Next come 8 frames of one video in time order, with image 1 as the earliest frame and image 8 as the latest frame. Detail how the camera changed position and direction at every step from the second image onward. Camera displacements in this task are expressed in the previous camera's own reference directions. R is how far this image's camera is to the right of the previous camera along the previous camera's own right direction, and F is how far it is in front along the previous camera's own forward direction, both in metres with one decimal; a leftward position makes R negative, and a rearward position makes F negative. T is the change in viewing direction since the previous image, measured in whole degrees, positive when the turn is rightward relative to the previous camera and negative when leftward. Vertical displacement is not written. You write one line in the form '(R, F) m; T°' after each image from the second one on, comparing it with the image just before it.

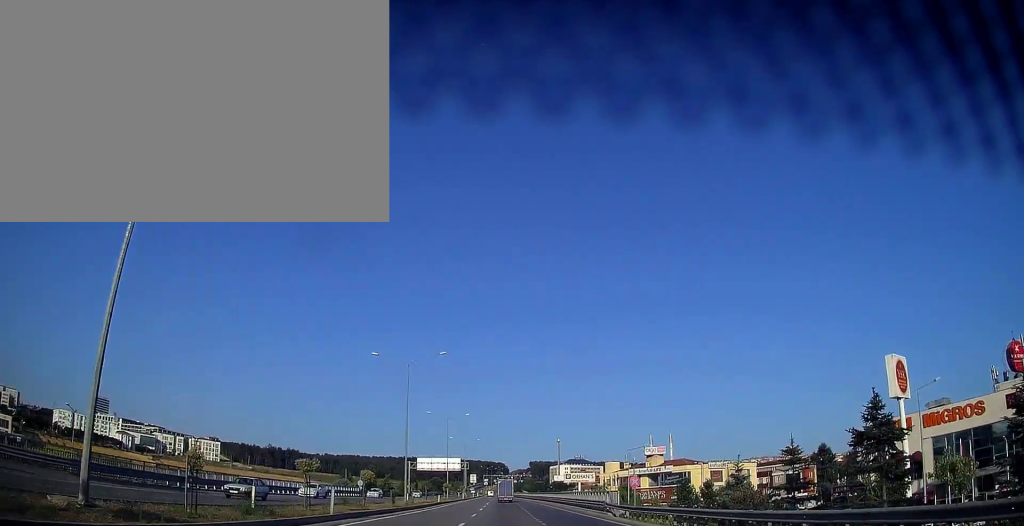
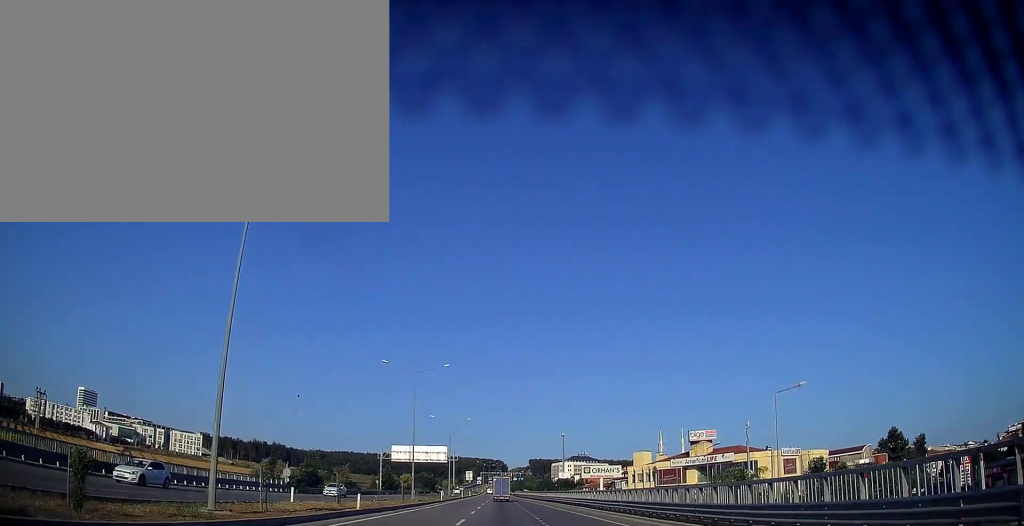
(+0.3, +34.7) m; 0°
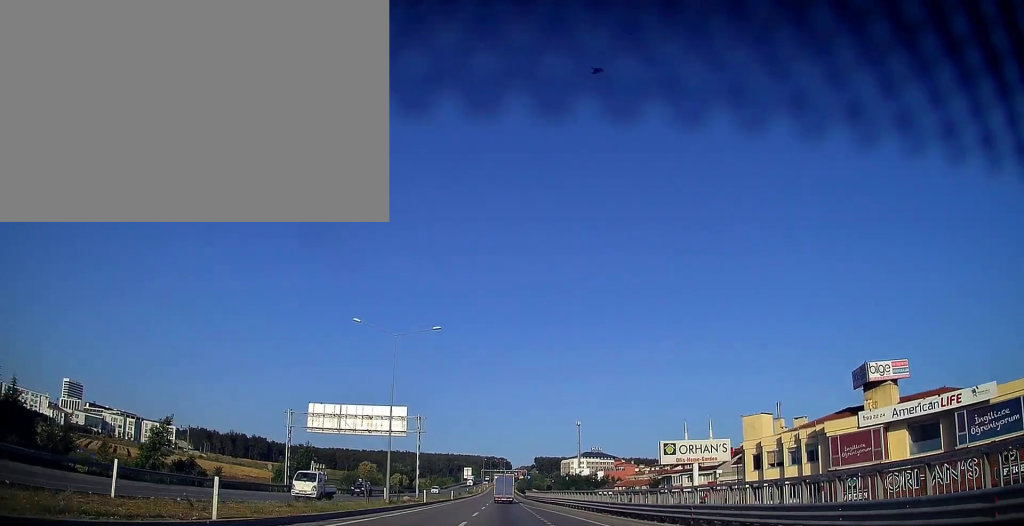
(-0.1, +54.8) m; 0°
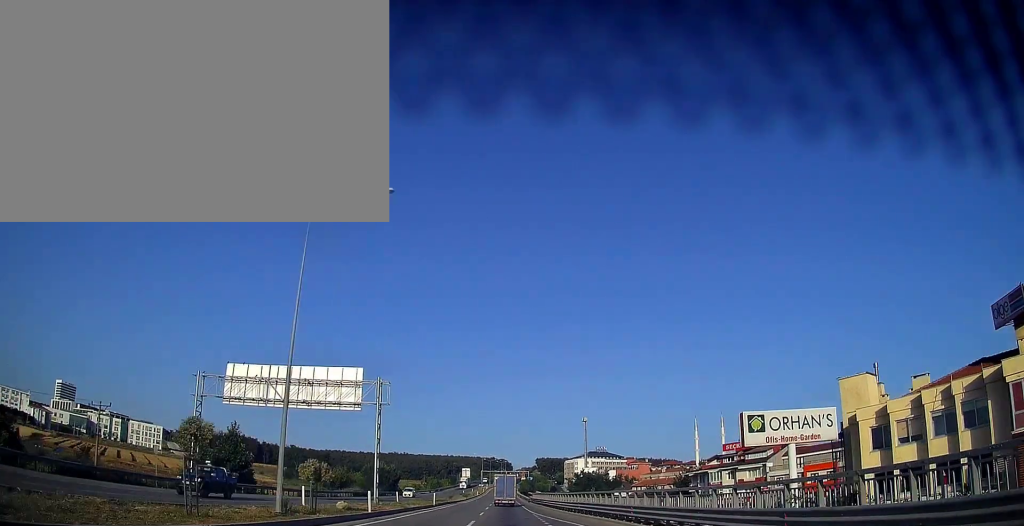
(-0.2, +21.1) m; -1°
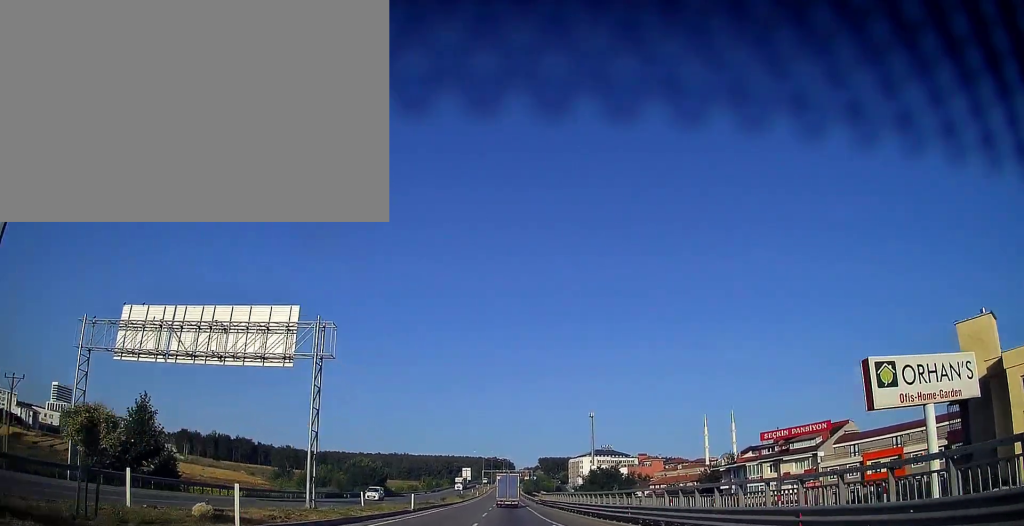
(-0.1, +14.9) m; 0°
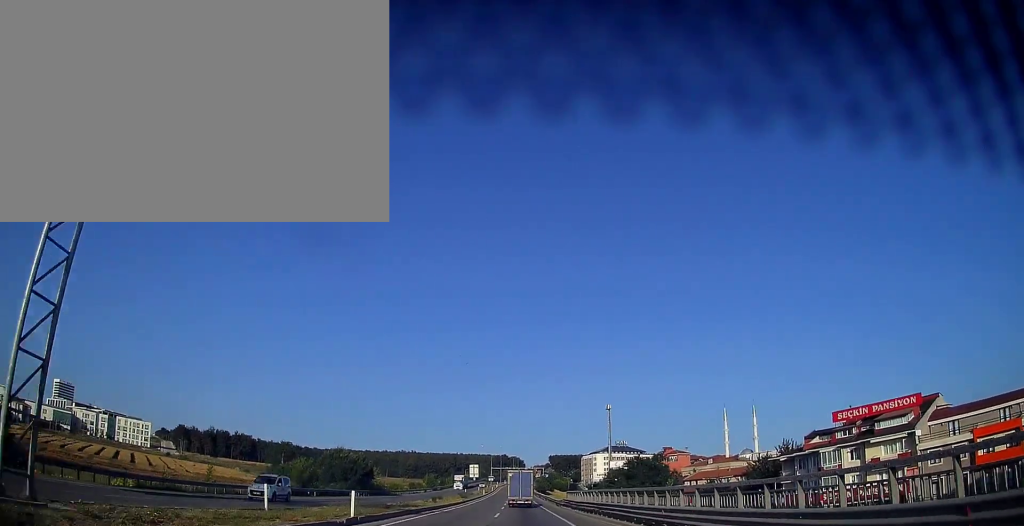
(0.0, +18.5) m; 0°
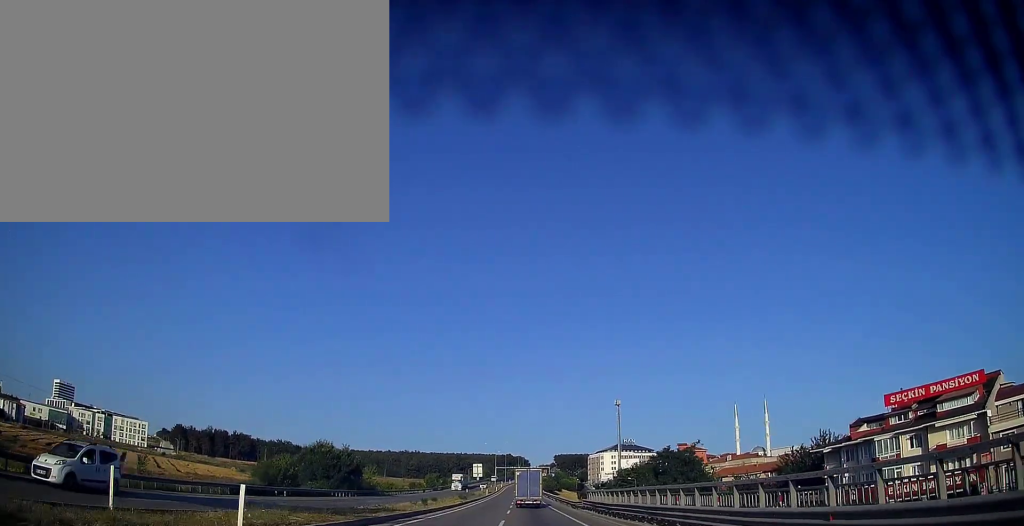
(0.0, +10.2) m; 0°
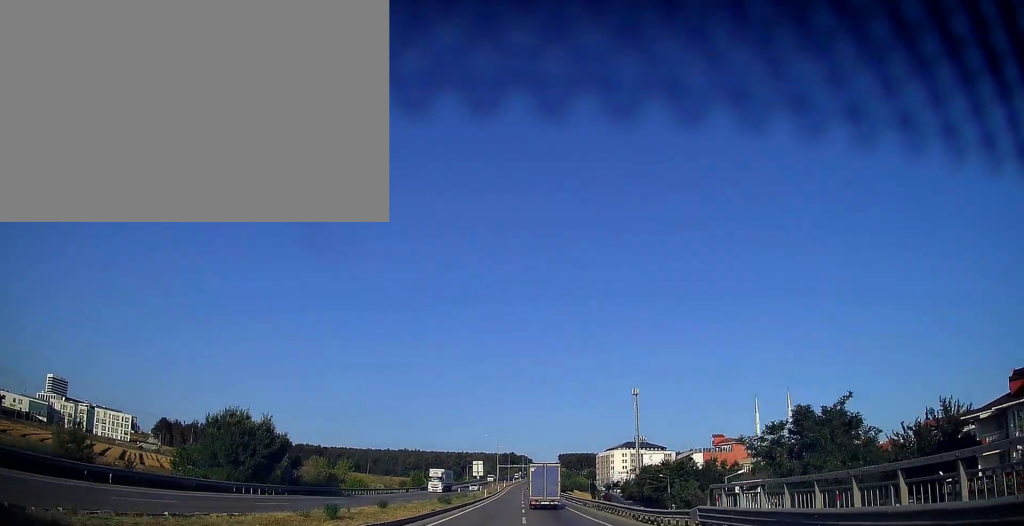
(-0.2, +25.8) m; -1°
